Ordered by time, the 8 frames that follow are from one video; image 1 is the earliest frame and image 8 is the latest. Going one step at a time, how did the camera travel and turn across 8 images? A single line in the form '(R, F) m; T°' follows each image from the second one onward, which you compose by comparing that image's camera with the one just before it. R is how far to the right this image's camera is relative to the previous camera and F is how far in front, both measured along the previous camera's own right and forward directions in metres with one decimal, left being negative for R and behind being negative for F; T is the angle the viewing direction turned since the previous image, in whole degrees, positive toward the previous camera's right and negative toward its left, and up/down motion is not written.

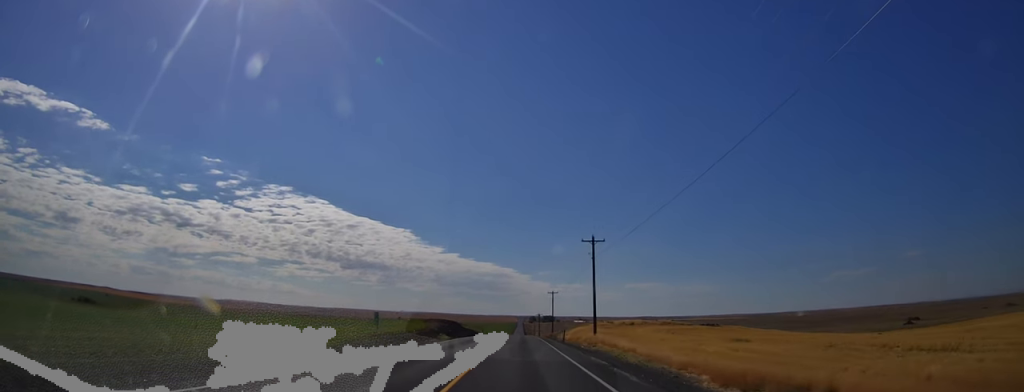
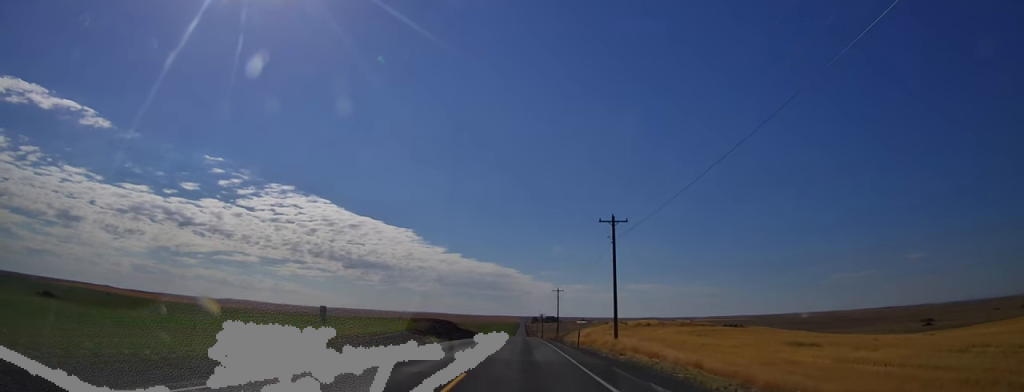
(+0.3, +11.9) m; 0°
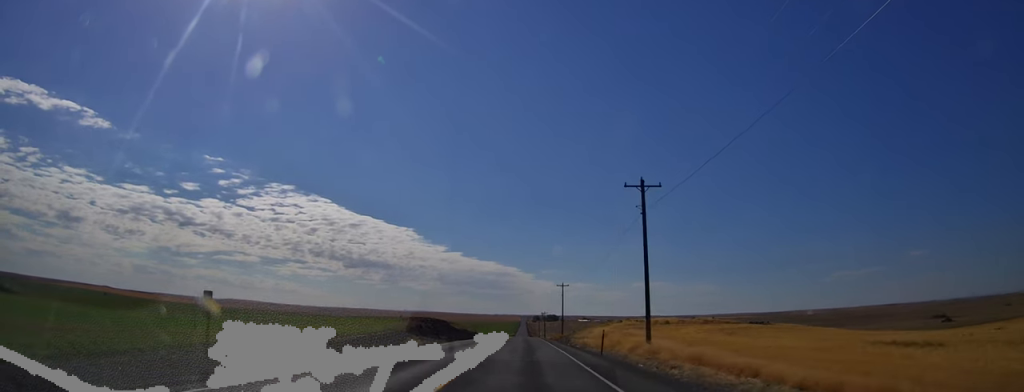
(-0.1, +11.9) m; 0°
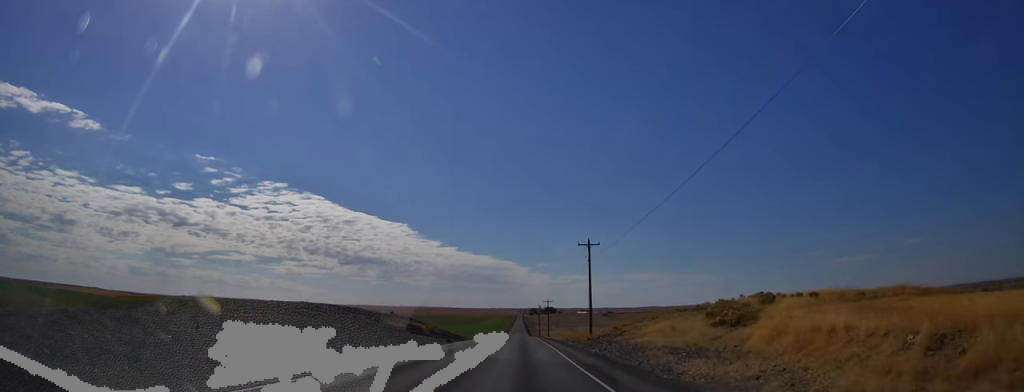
(-0.9, +51.0) m; -1°
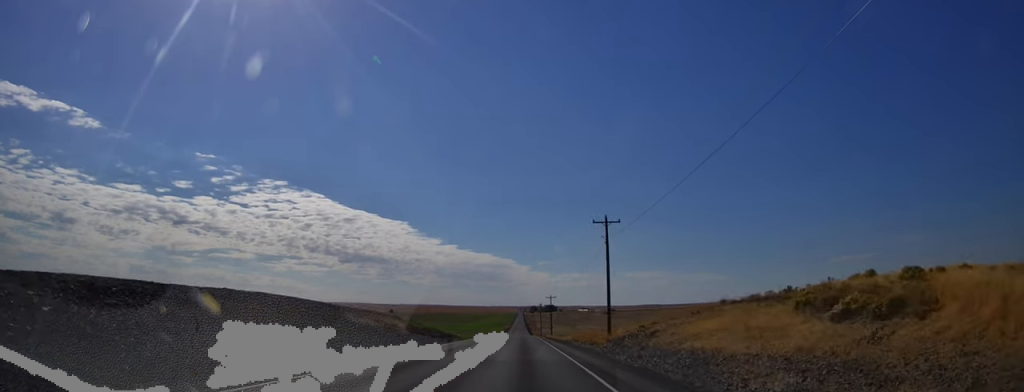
(0.0, +12.6) m; 0°
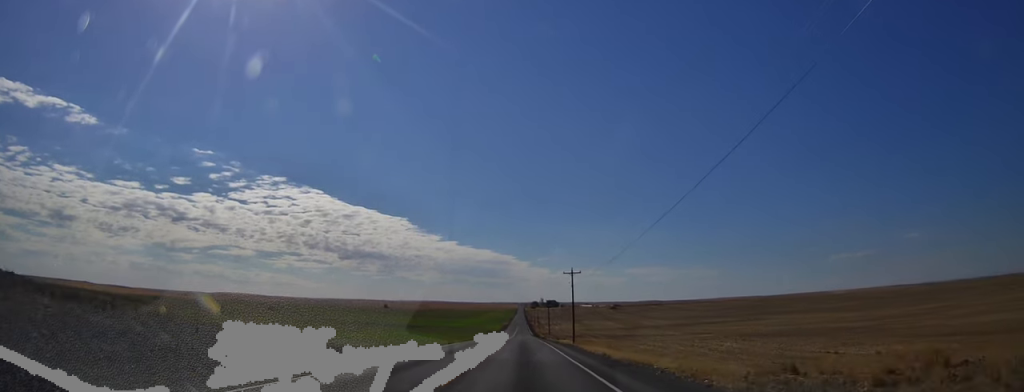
(+0.4, +57.4) m; 0°
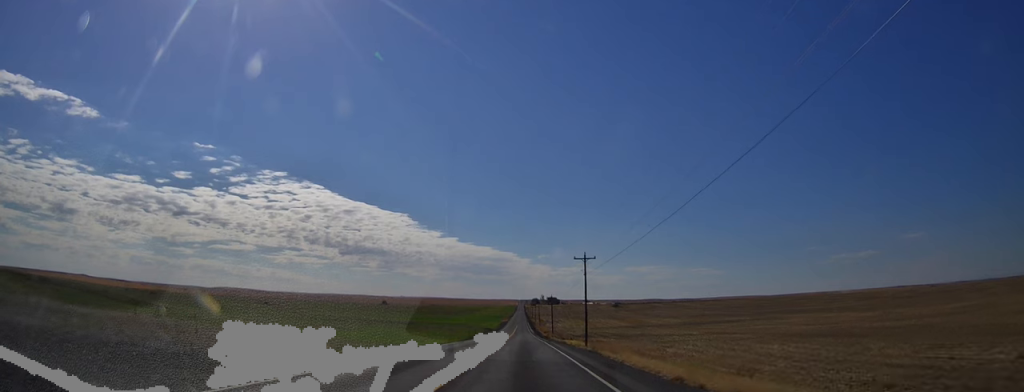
(-0.1, +15.6) m; 0°
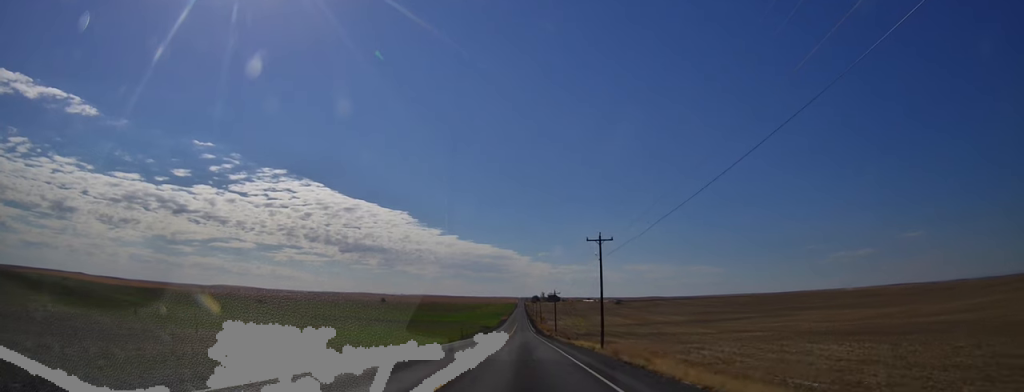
(0.0, +12.6) m; 0°
